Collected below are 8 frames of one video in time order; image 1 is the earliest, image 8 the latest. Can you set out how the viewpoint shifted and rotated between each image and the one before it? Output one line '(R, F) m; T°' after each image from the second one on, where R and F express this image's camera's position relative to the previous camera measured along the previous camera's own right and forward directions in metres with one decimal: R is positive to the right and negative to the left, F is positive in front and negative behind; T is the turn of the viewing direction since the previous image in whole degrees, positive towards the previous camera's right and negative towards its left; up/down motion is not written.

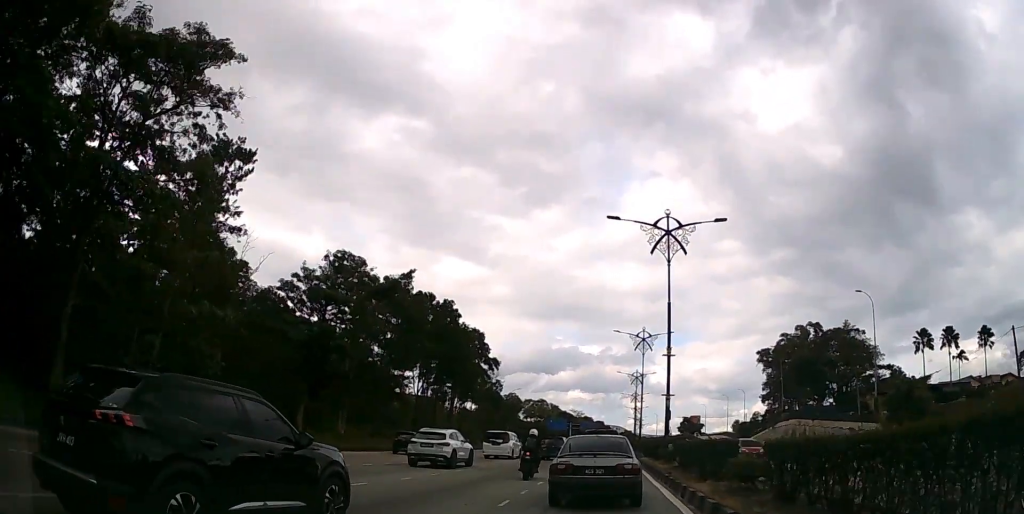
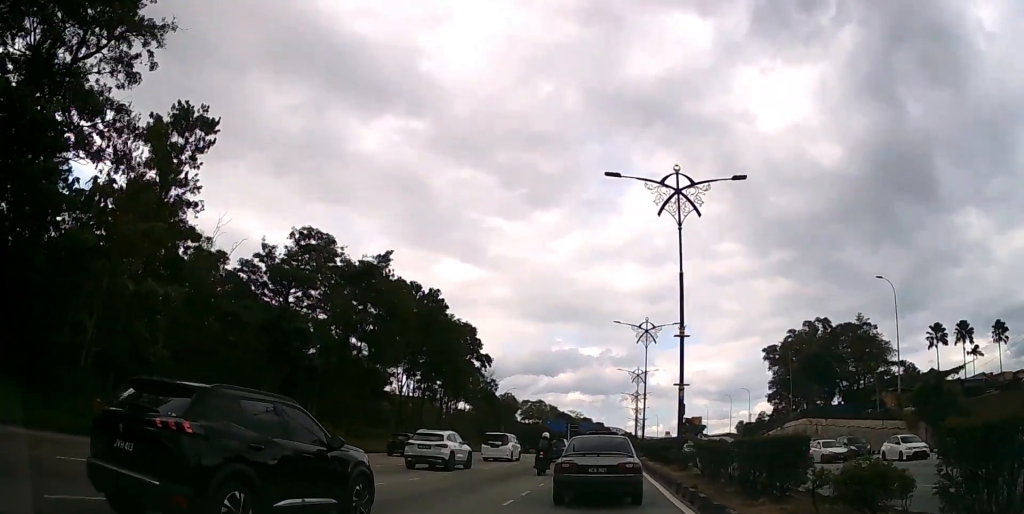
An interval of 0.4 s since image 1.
(0.0, +5.1) m; 0°
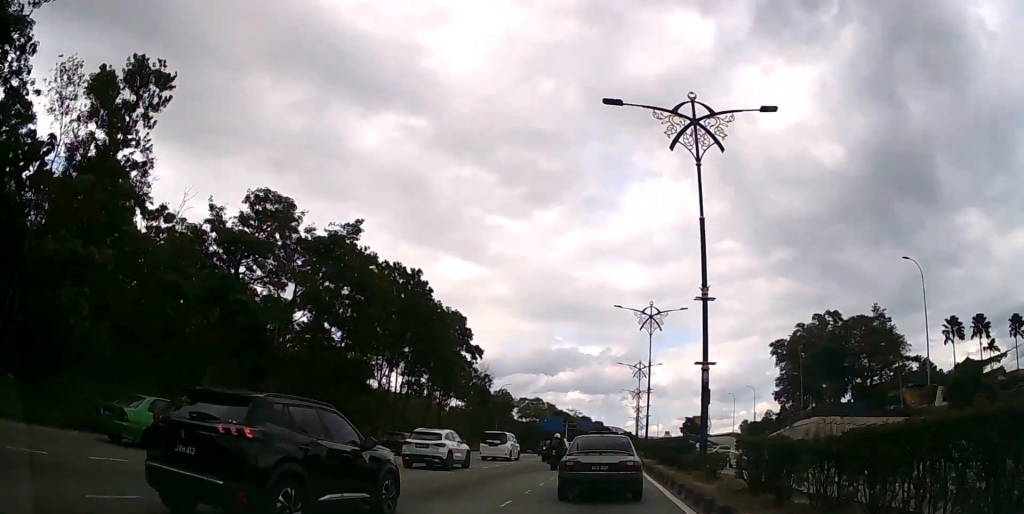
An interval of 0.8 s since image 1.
(0.0, +5.5) m; 0°
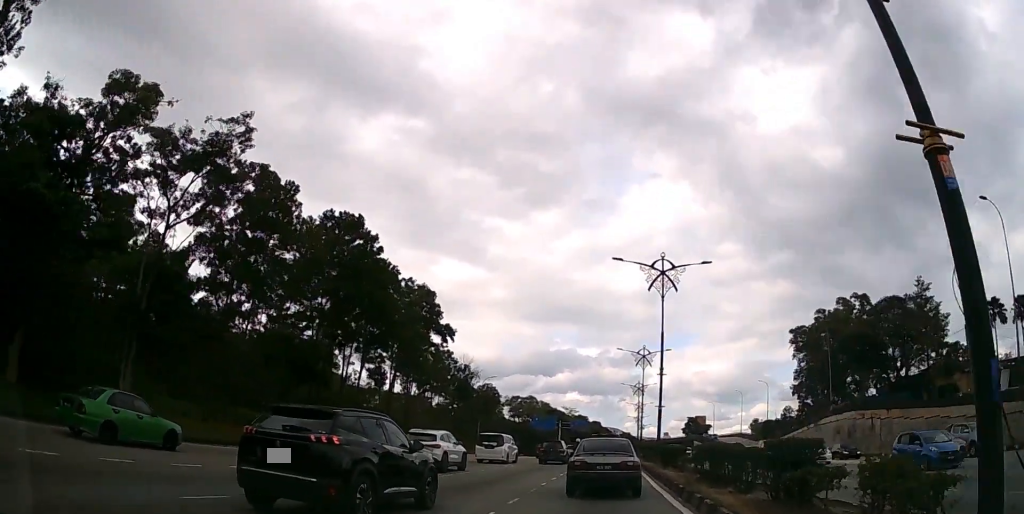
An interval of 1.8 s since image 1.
(0.0, +12.7) m; 0°
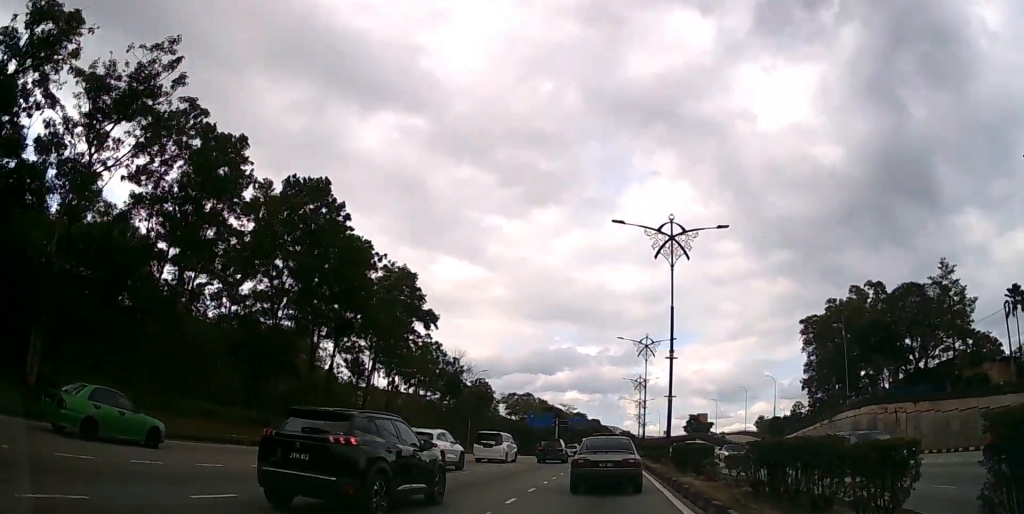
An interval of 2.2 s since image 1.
(0.0, +5.4) m; 0°
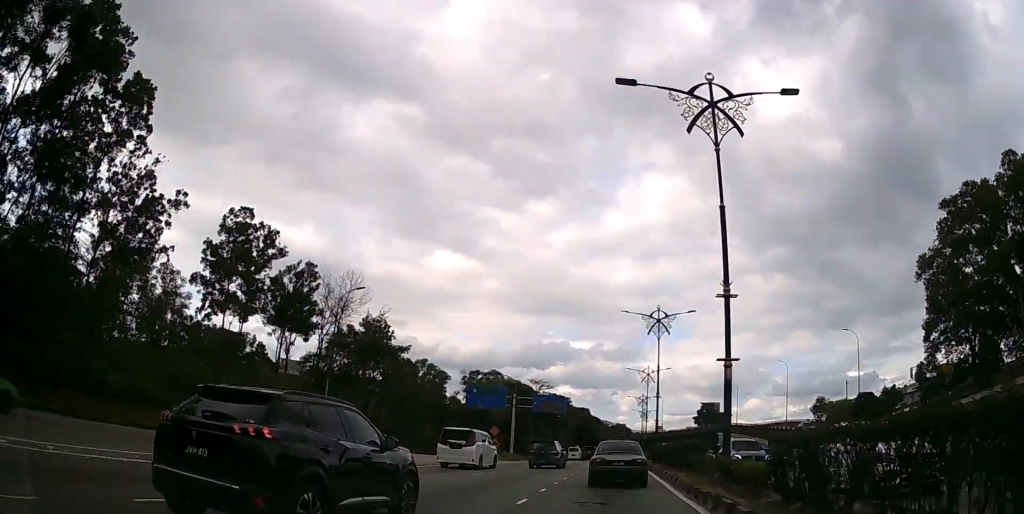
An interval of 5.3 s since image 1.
(+0.1, +42.8) m; +1°
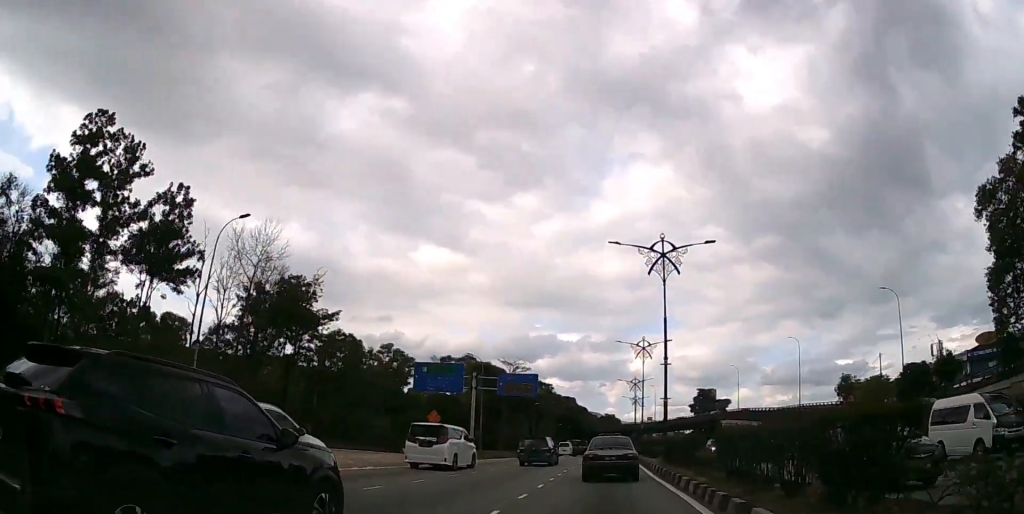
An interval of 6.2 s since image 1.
(+0.1, +14.5) m; +1°
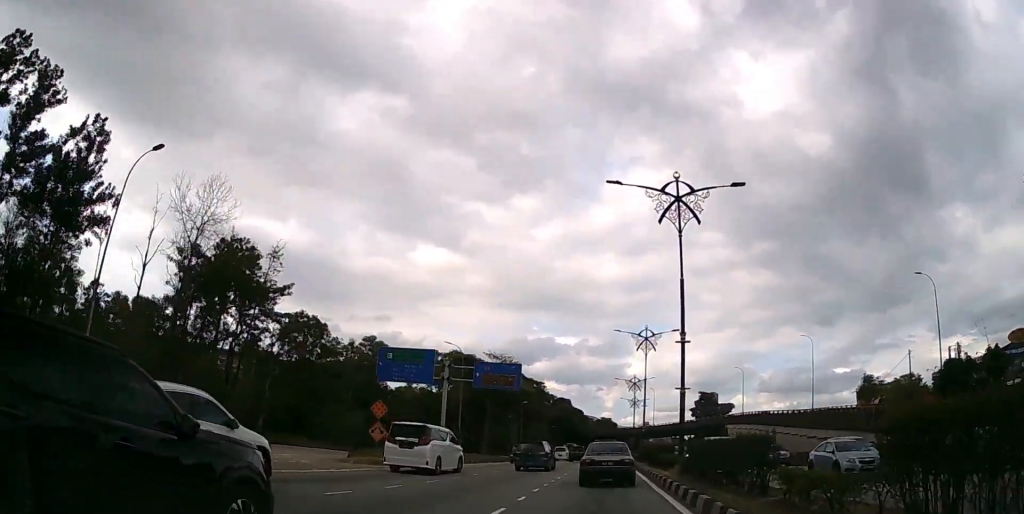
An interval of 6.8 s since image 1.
(0.0, +8.4) m; 0°
